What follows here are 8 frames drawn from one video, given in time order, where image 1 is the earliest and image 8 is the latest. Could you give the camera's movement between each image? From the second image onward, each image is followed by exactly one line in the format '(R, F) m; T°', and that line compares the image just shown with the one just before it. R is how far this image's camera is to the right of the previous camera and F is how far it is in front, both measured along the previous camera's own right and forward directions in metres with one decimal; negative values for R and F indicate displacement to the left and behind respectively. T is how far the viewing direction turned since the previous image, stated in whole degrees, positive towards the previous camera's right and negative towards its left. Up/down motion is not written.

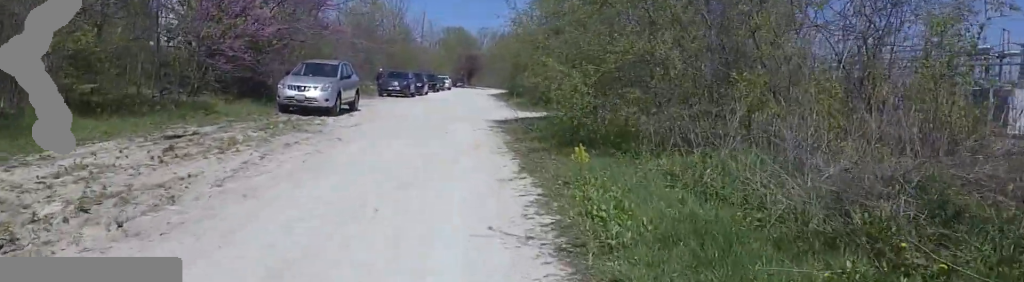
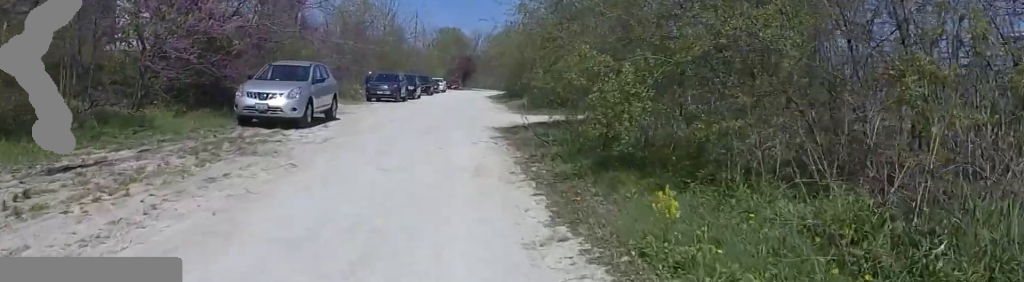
(-0.3, +2.9) m; -2°
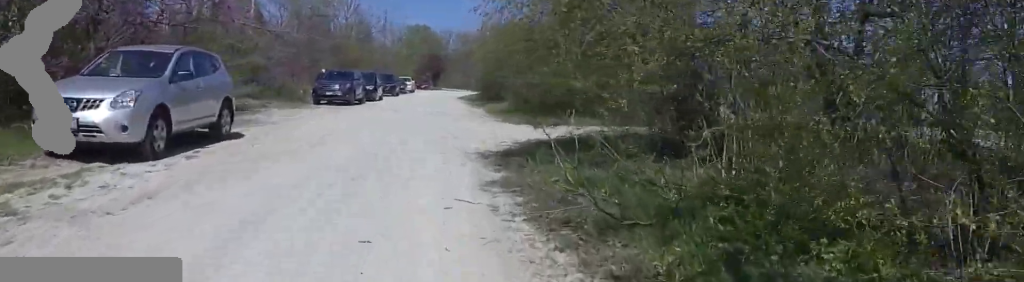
(+0.2, +6.7) m; -6°
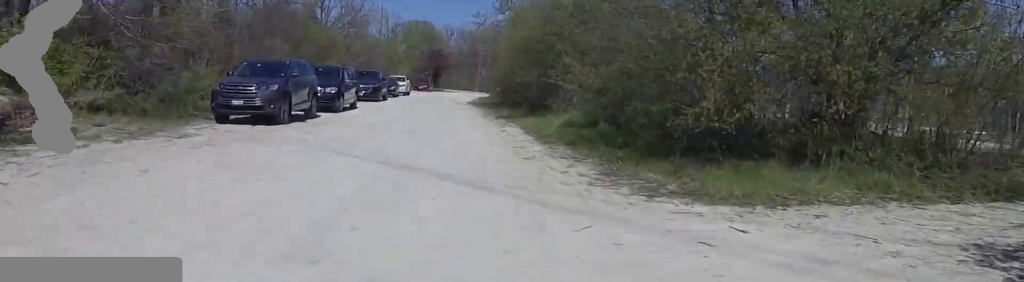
(+0.2, +13.4) m; +1°
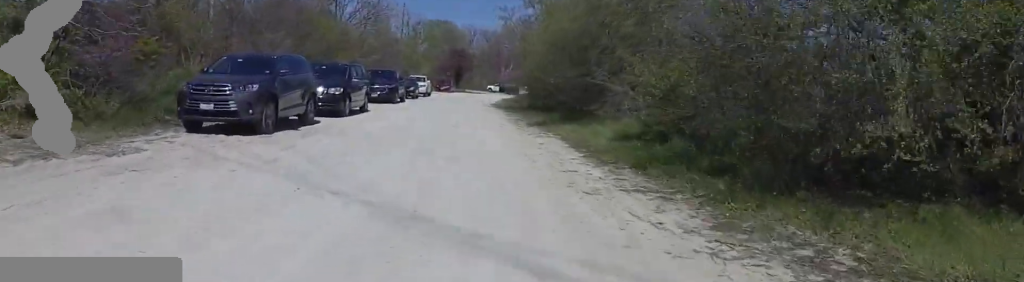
(0.0, +3.4) m; -6°
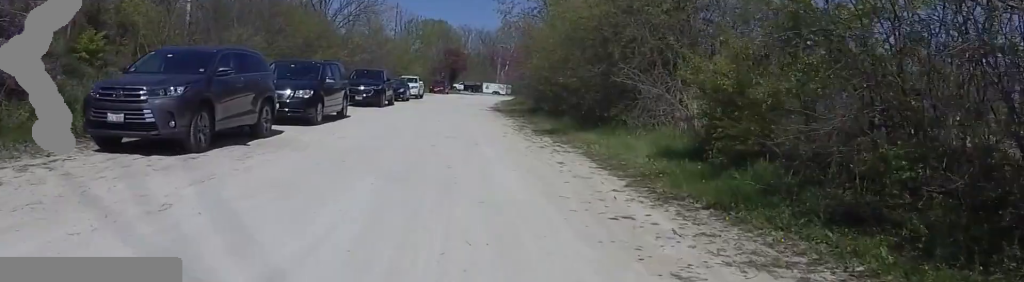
(-0.3, +3.1) m; +2°
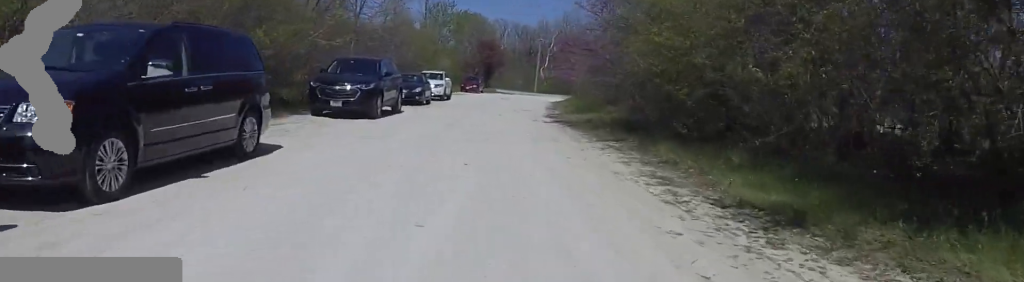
(+1.0, +11.0) m; +13°
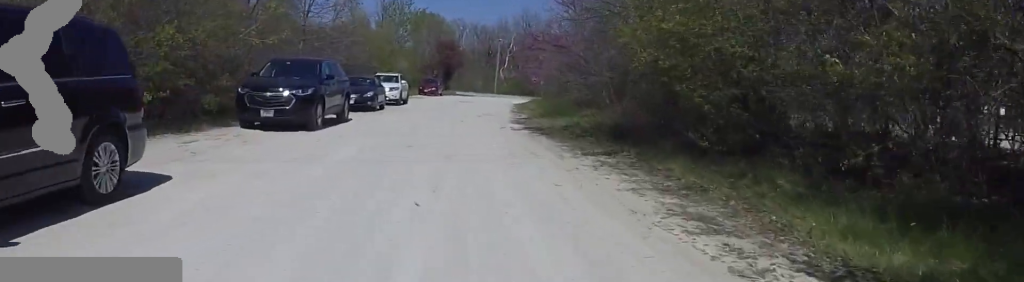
(-0.3, +2.6) m; +4°
